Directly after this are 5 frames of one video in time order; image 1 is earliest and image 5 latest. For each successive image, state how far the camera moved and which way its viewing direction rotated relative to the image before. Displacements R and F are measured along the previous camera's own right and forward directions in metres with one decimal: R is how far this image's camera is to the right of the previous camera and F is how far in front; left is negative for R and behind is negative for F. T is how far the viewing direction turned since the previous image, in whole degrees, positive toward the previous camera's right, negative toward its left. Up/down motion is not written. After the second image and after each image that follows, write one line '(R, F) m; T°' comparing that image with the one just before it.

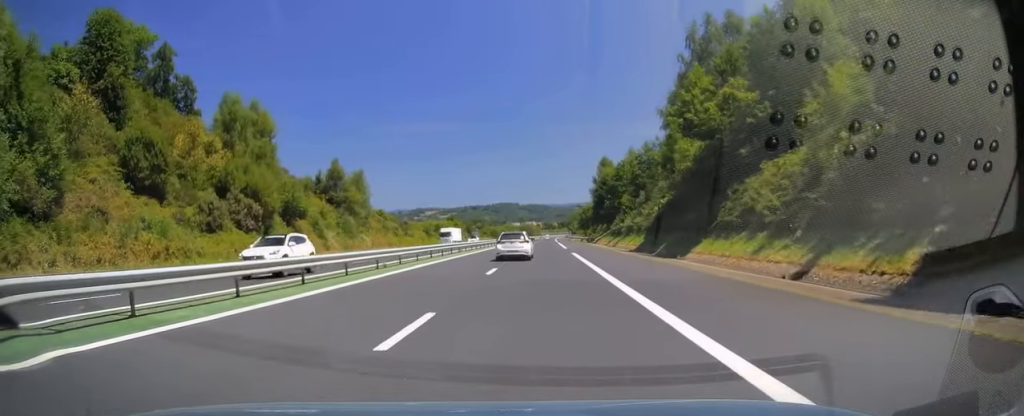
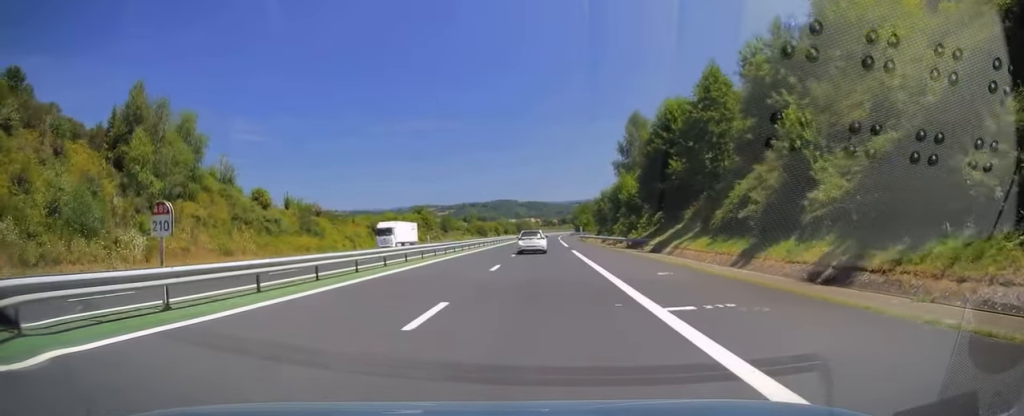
(+0.3, +50.0) m; +1°
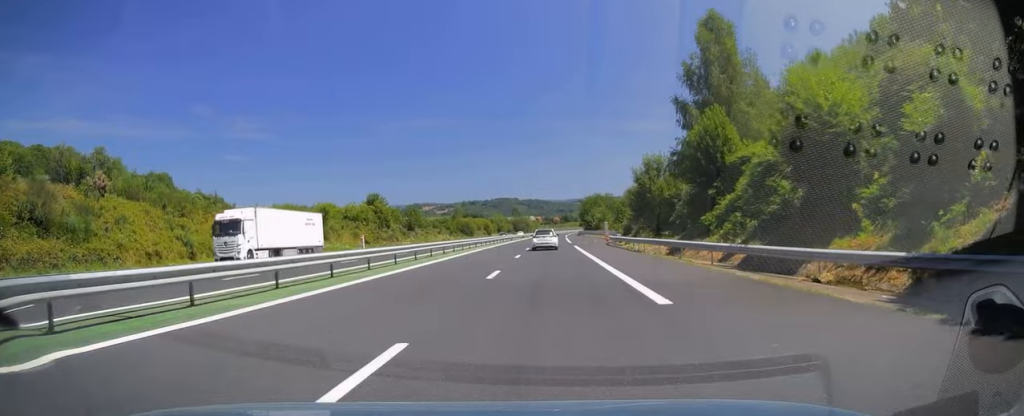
(-0.5, +42.8) m; -1°
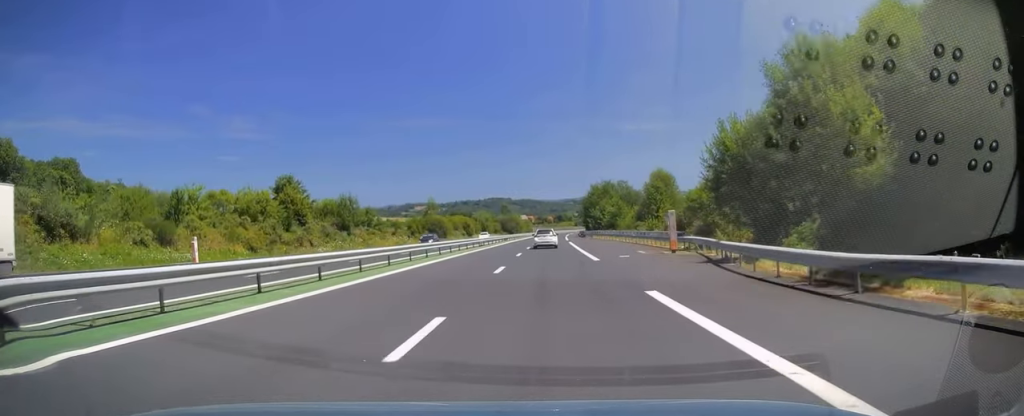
(0.0, +36.8) m; 0°
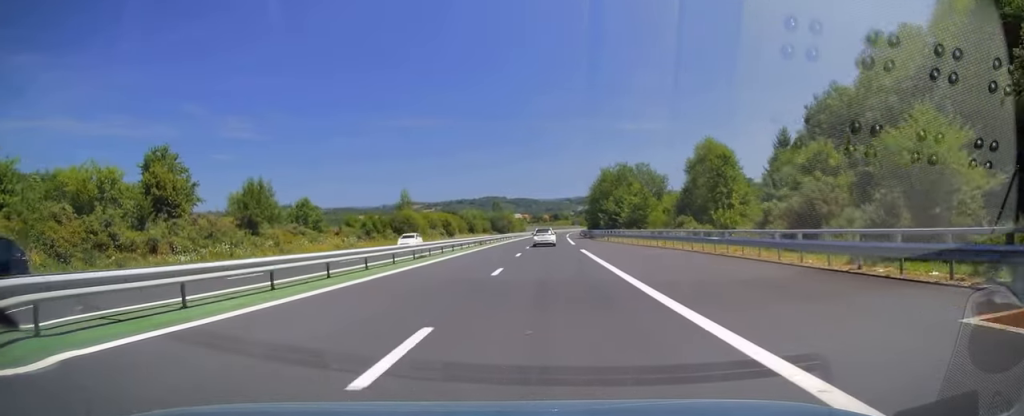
(+0.1, +27.1) m; 0°
